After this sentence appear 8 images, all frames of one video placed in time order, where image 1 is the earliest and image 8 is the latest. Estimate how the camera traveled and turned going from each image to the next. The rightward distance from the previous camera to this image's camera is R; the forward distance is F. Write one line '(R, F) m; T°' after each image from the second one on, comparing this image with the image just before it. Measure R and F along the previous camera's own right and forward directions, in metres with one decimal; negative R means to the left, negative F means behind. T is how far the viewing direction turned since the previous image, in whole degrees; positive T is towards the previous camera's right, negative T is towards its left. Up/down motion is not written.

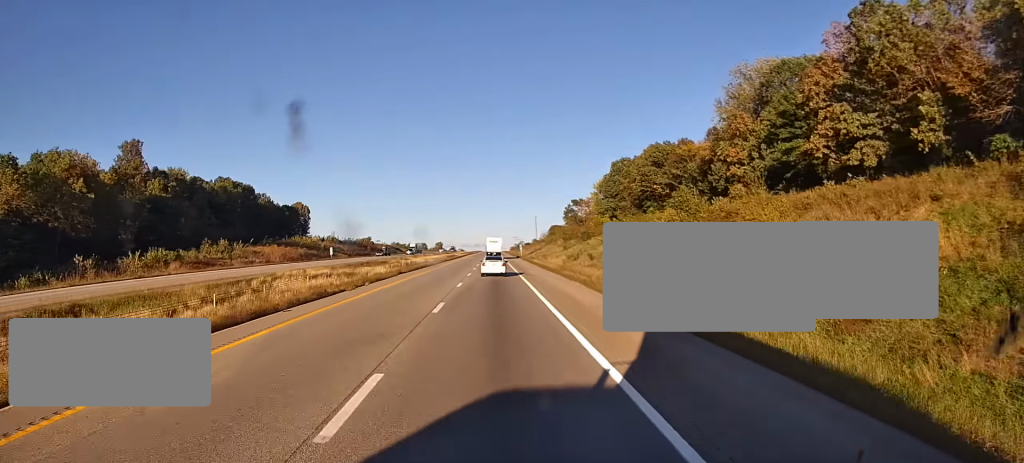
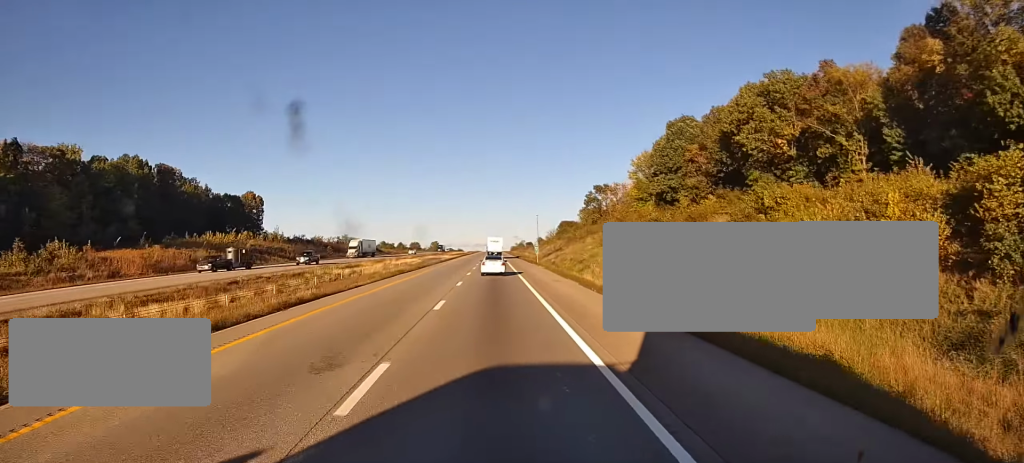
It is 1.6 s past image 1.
(-0.4, +47.4) m; 0°
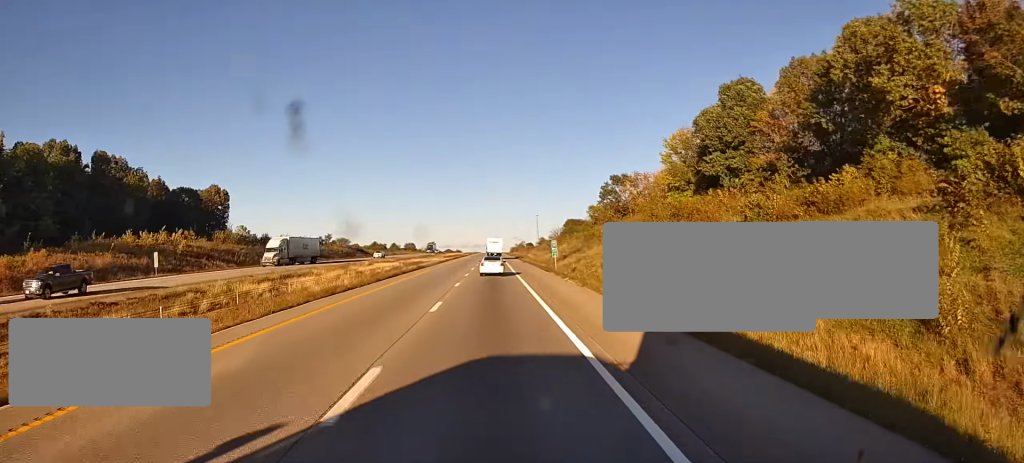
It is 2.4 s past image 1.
(+0.3, +24.7) m; +1°
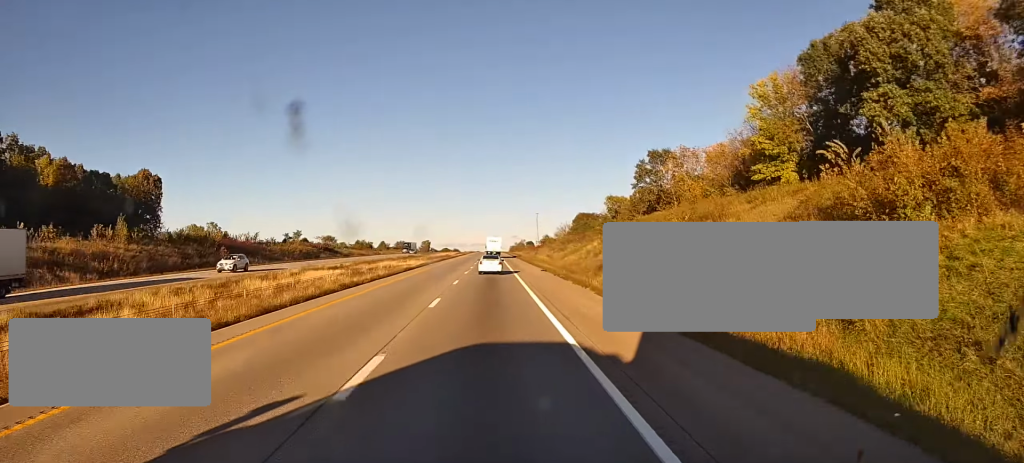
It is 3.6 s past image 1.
(+0.1, +35.2) m; 0°
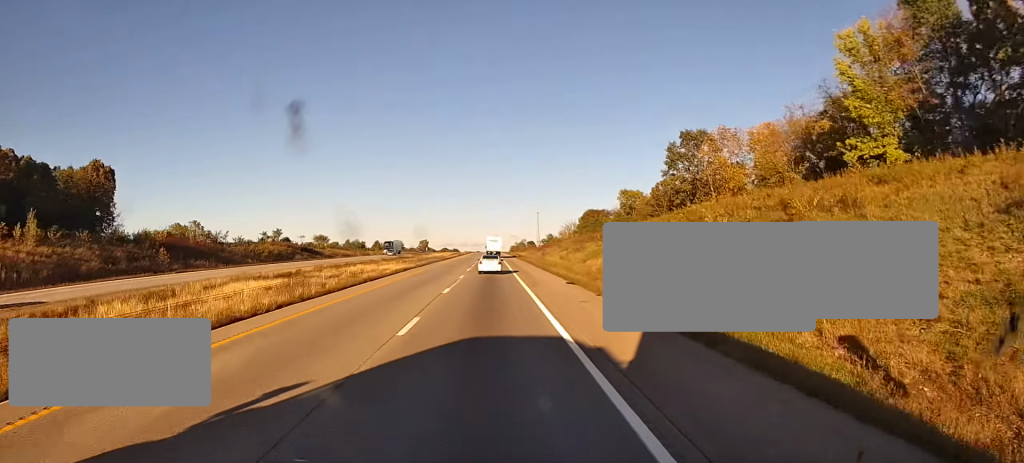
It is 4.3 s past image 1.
(-0.1, +18.6) m; 0°
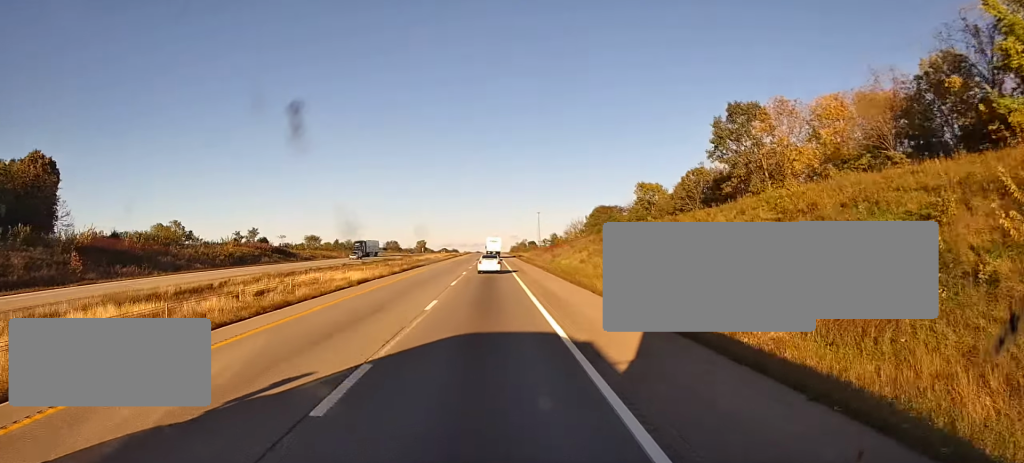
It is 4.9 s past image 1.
(-0.1, +18.5) m; 0°
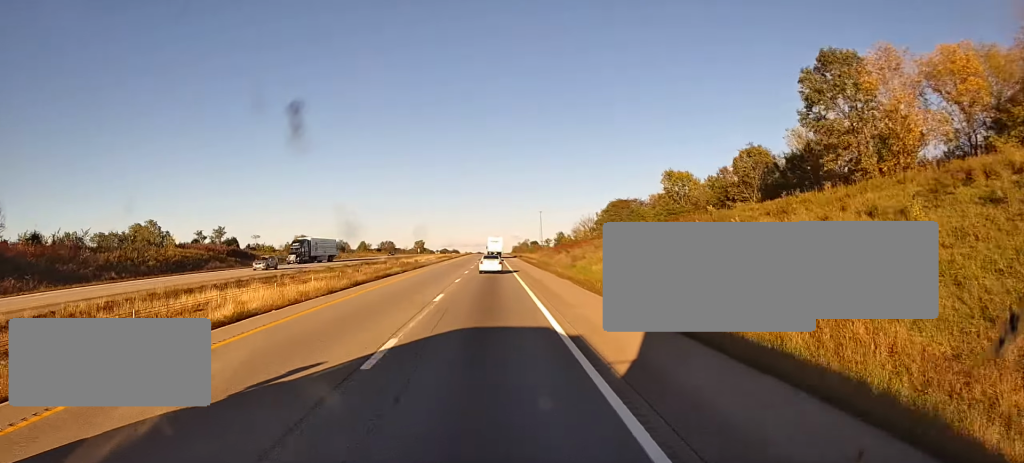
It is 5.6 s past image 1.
(-0.1, +21.4) m; 0°
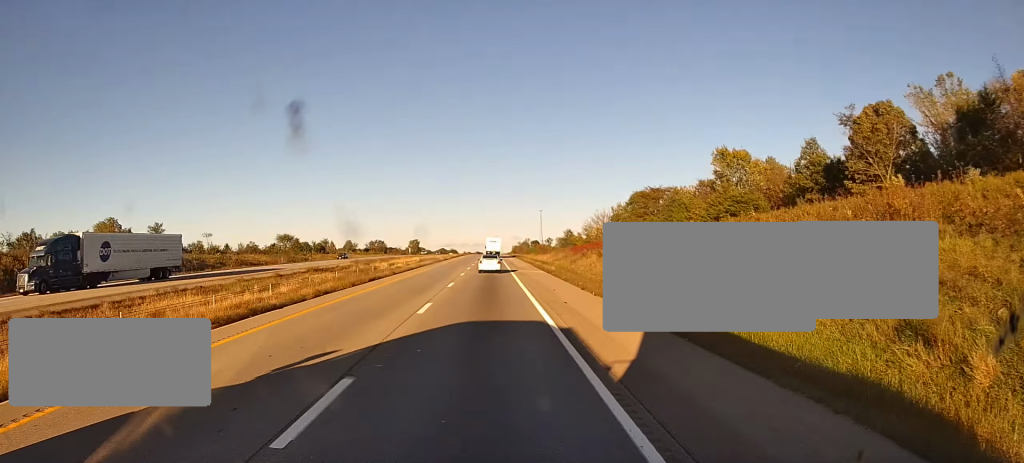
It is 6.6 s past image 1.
(-0.1, +28.1) m; 0°
